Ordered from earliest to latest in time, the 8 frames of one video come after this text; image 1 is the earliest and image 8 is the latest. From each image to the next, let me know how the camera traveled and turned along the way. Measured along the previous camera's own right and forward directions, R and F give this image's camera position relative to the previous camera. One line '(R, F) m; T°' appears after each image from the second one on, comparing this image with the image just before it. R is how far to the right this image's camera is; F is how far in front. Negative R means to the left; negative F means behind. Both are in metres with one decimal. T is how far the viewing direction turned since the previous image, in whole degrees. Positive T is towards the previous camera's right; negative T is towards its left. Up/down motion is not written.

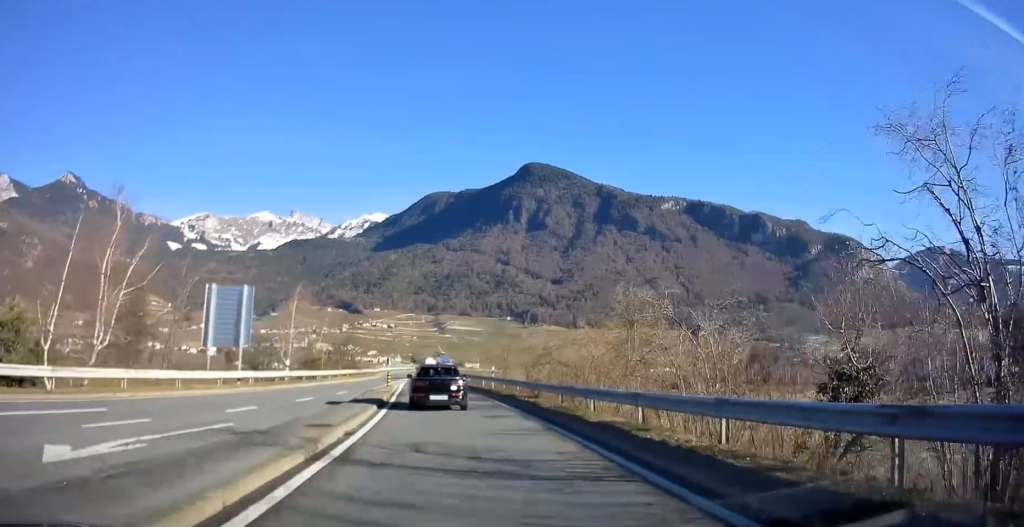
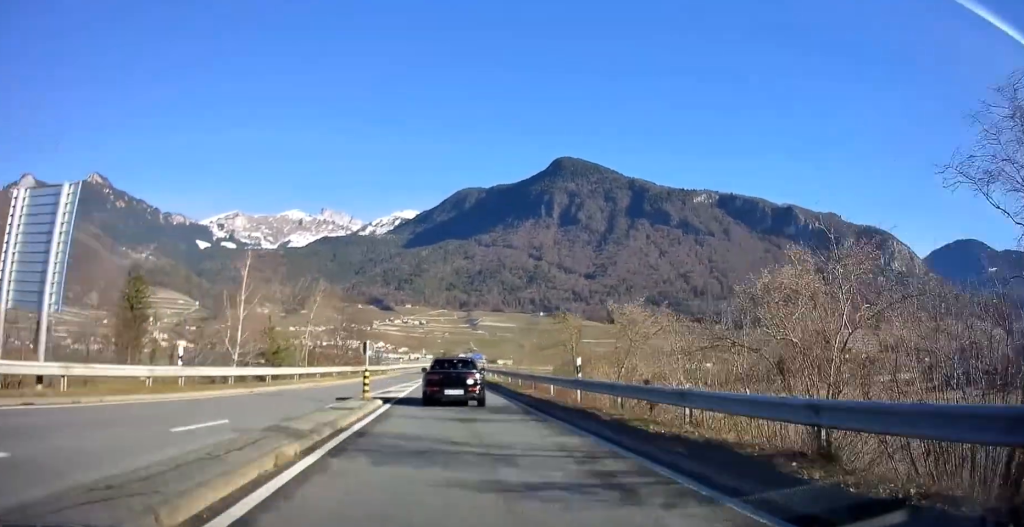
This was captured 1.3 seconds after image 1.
(-0.3, +17.7) m; -3°
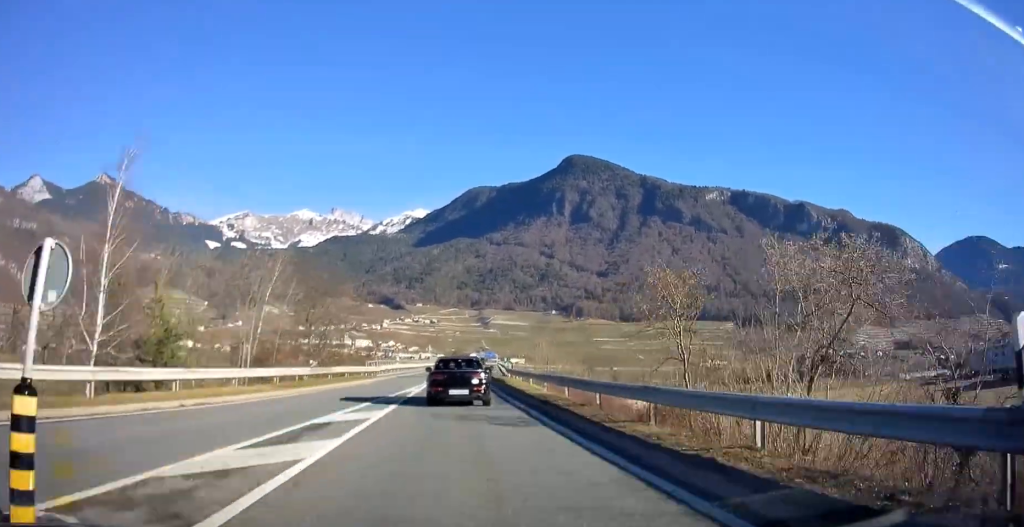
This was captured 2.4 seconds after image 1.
(-0.3, +15.2) m; -2°
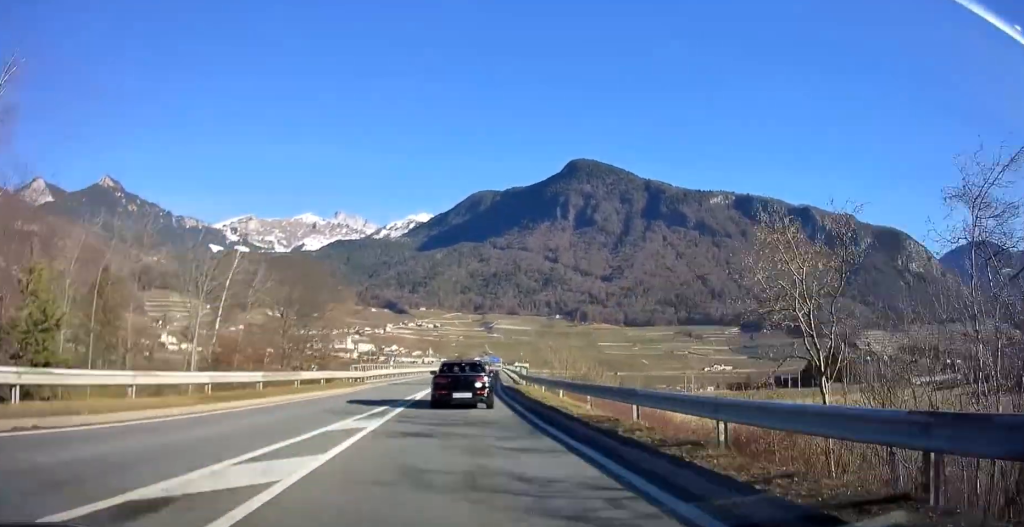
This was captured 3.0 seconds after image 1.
(-0.1, +7.7) m; -1°
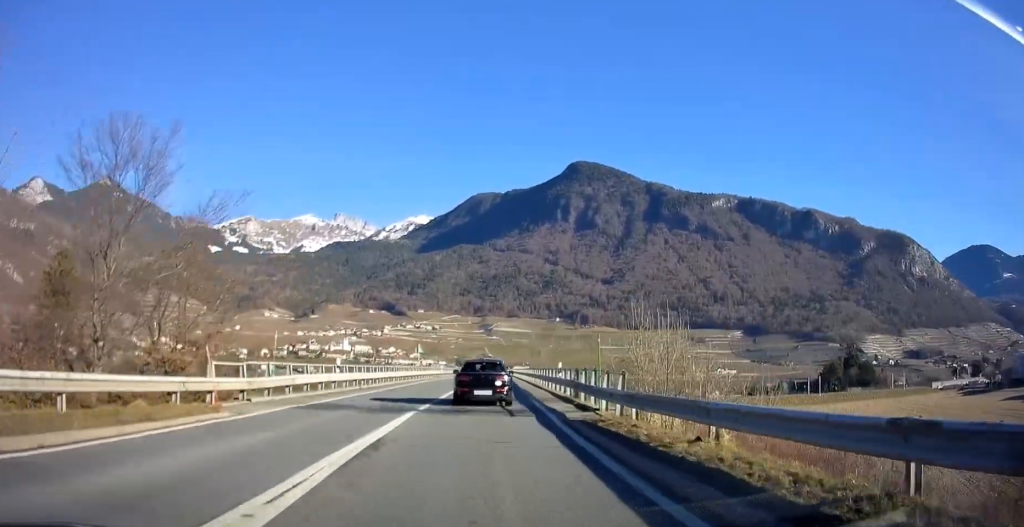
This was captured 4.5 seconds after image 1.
(-0.1, +19.8) m; +1°
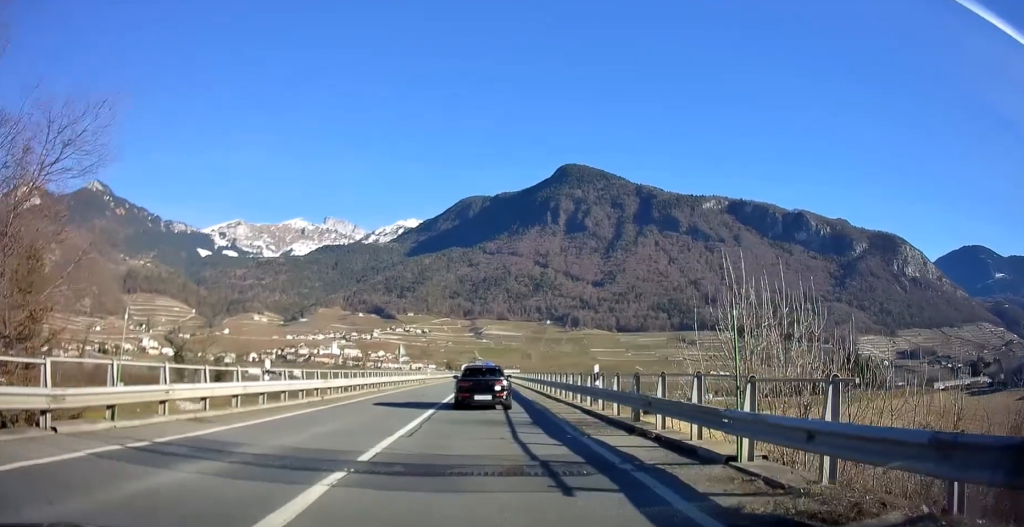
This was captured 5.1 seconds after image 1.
(+0.1, +8.3) m; 0°
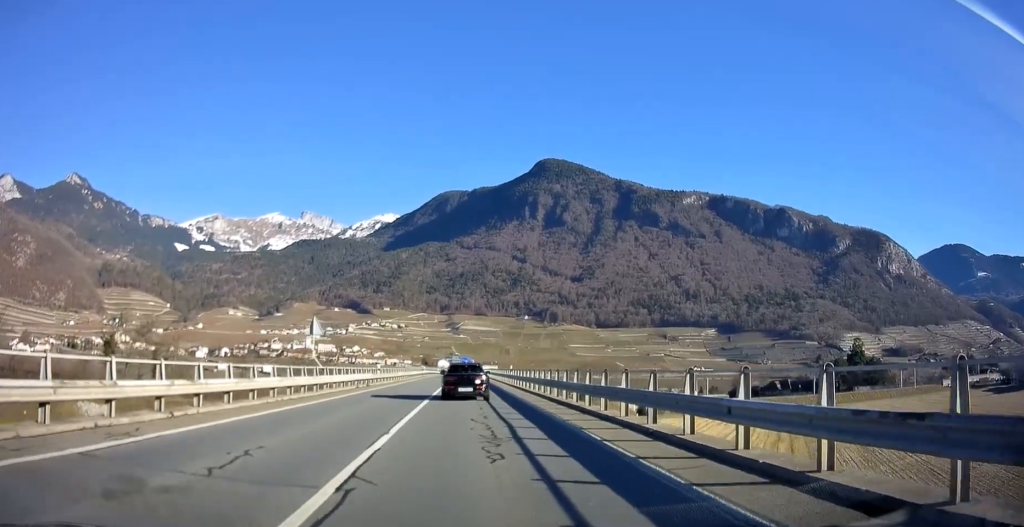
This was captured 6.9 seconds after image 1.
(+0.1, +23.9) m; +1°
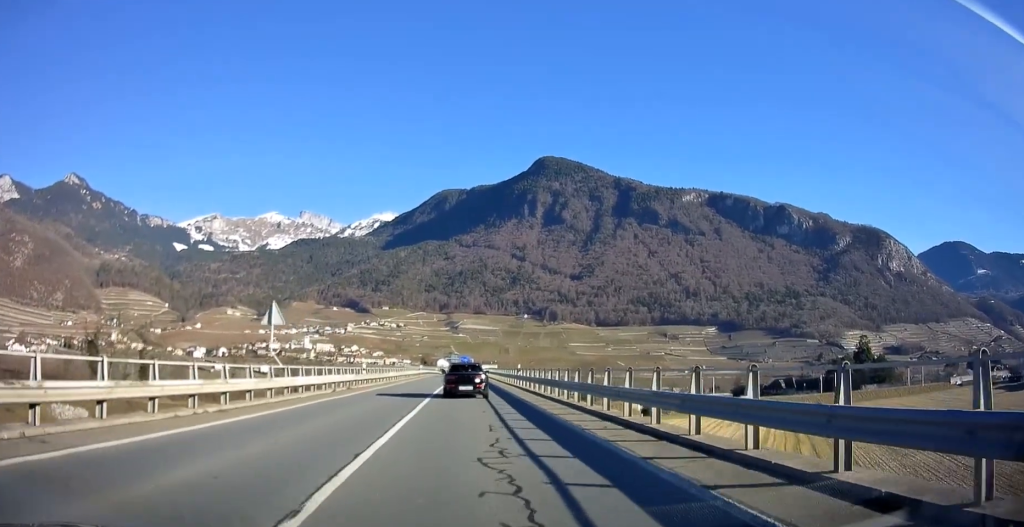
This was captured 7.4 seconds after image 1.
(+0.1, +6.4) m; +1°
